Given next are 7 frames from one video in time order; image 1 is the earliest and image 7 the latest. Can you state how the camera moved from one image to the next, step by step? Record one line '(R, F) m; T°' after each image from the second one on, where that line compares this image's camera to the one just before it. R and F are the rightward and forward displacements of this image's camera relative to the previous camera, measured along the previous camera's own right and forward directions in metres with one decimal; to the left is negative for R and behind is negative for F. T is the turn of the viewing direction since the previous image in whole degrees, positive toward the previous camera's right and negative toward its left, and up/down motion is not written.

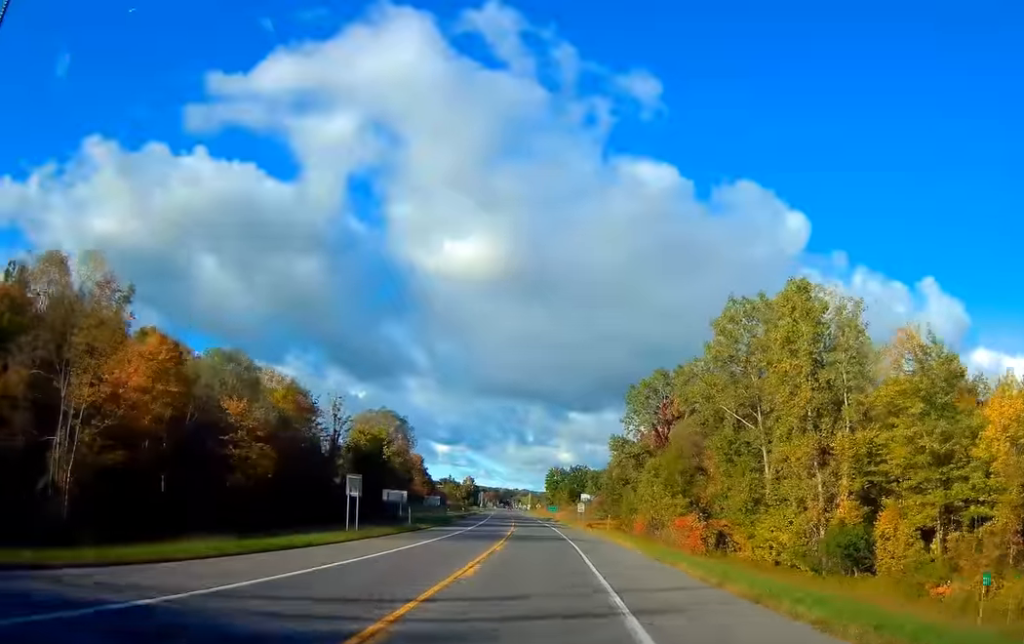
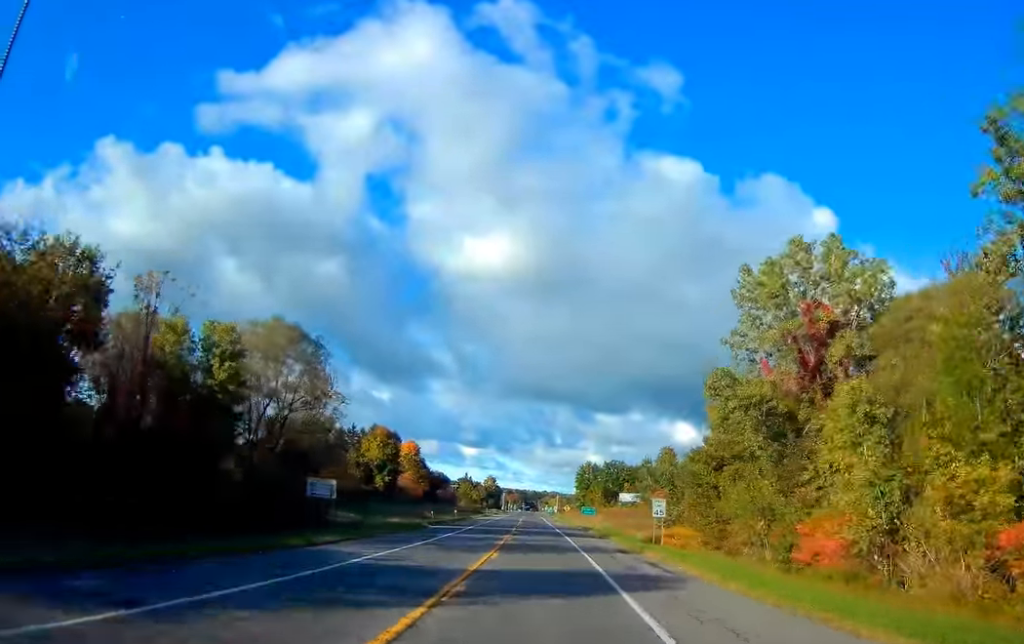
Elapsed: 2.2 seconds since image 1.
(-0.6, +53.2) m; -2°
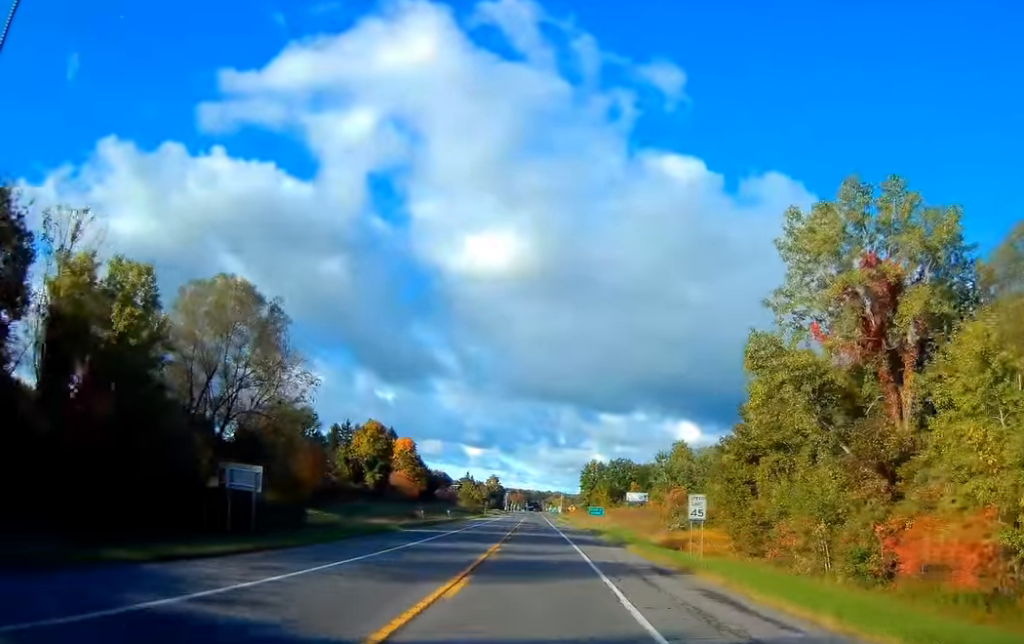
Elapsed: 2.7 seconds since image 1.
(-0.2, +11.4) m; -1°
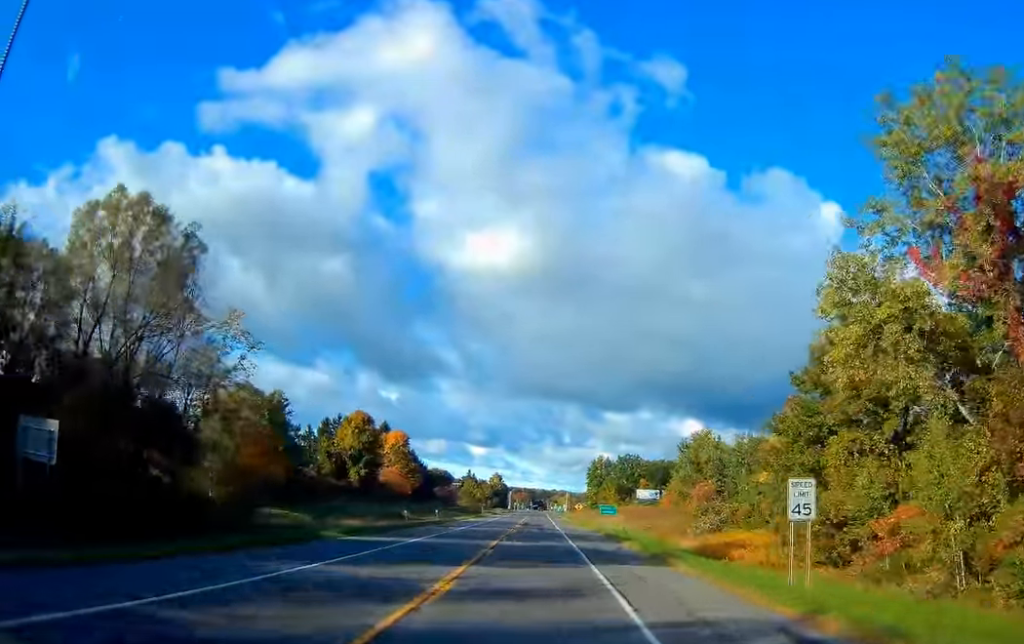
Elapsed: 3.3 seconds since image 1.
(-0.1, +14.3) m; 0°
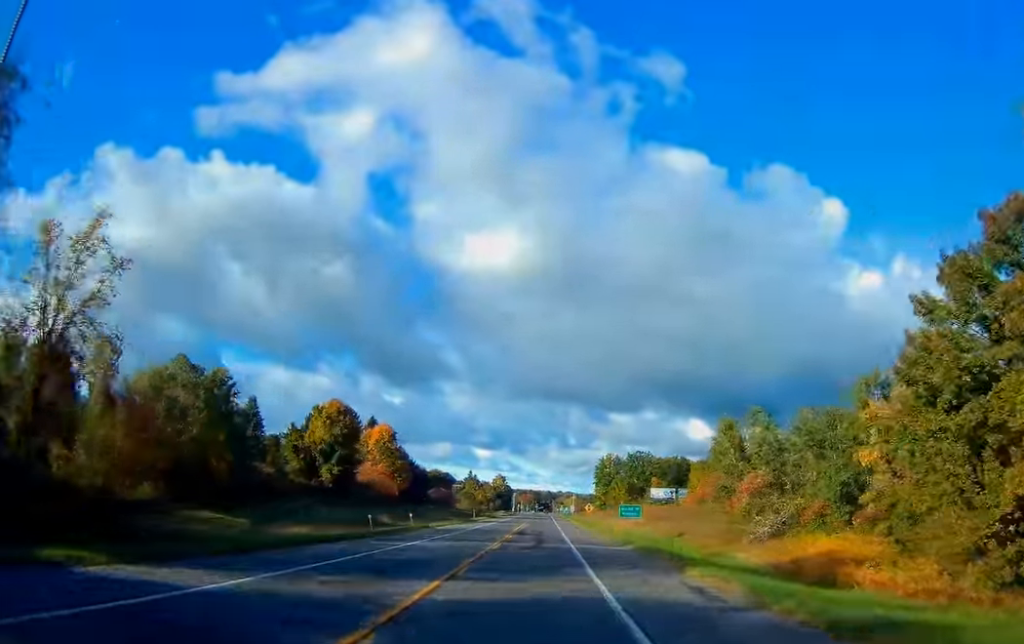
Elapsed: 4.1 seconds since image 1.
(0.0, +18.9) m; 0°
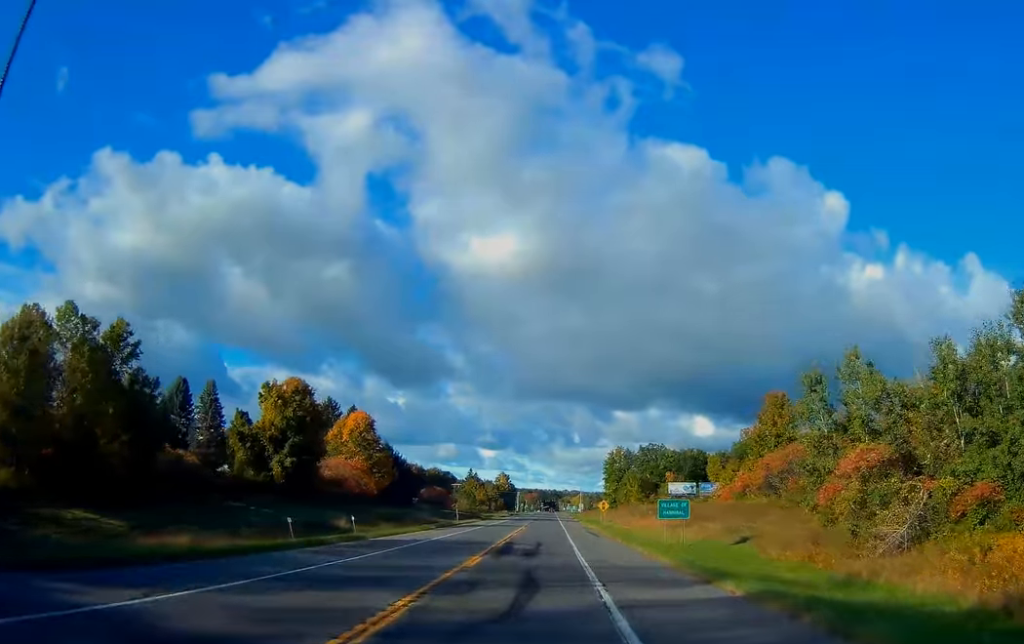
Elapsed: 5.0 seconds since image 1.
(+0.1, +21.3) m; 0°
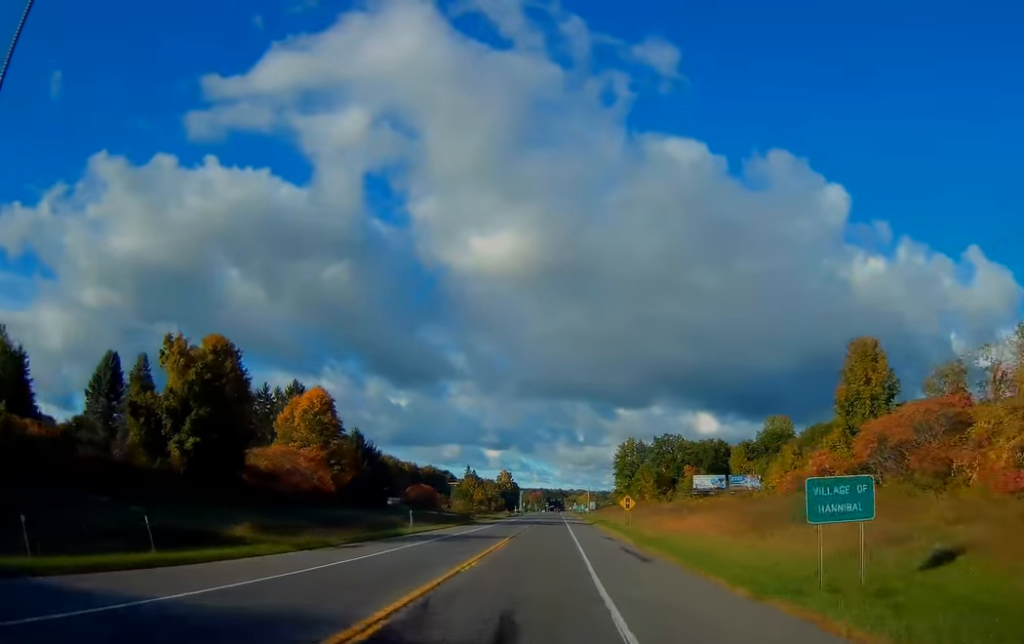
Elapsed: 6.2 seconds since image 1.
(-0.3, +26.5) m; -1°
